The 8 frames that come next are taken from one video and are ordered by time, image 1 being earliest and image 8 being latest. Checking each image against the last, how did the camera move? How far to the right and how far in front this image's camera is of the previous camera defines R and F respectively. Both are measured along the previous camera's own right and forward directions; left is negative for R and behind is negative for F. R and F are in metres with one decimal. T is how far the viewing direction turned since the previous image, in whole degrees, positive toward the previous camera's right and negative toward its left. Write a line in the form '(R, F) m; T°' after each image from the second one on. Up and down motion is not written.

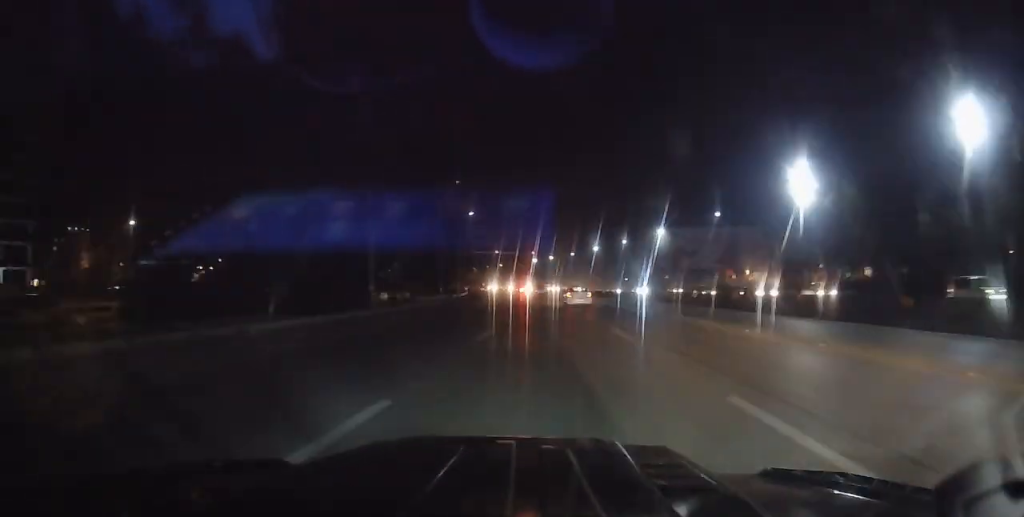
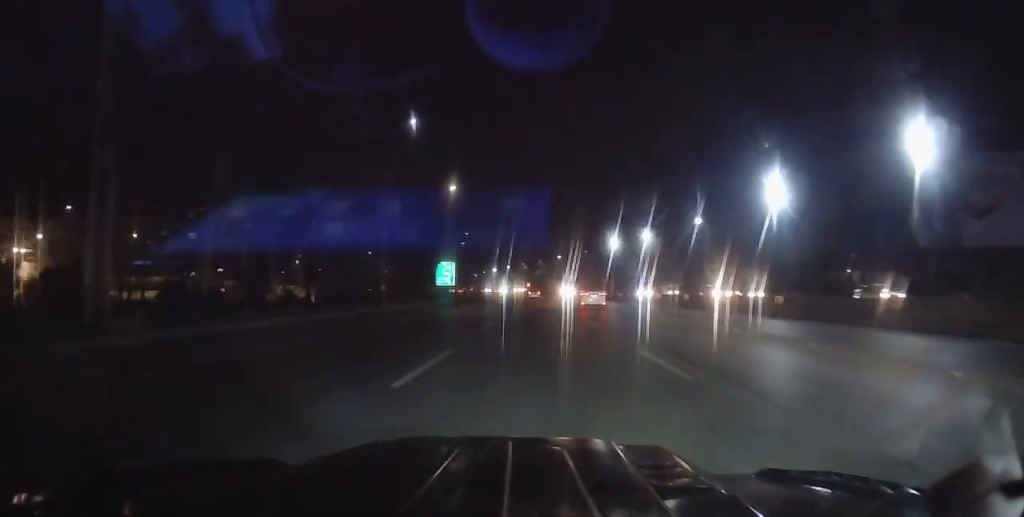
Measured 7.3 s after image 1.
(-6.0, +113.6) m; -7°
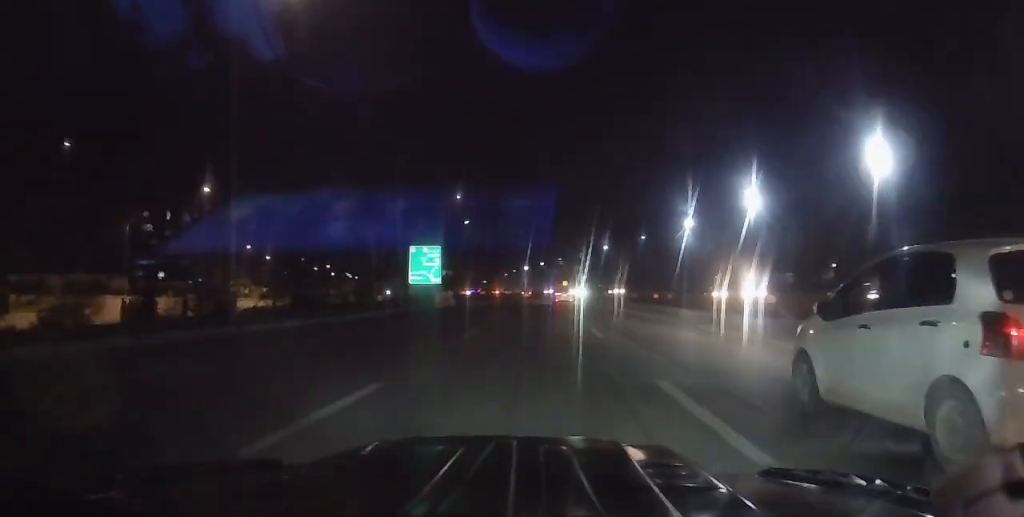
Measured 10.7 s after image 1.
(-2.0, +51.9) m; -3°
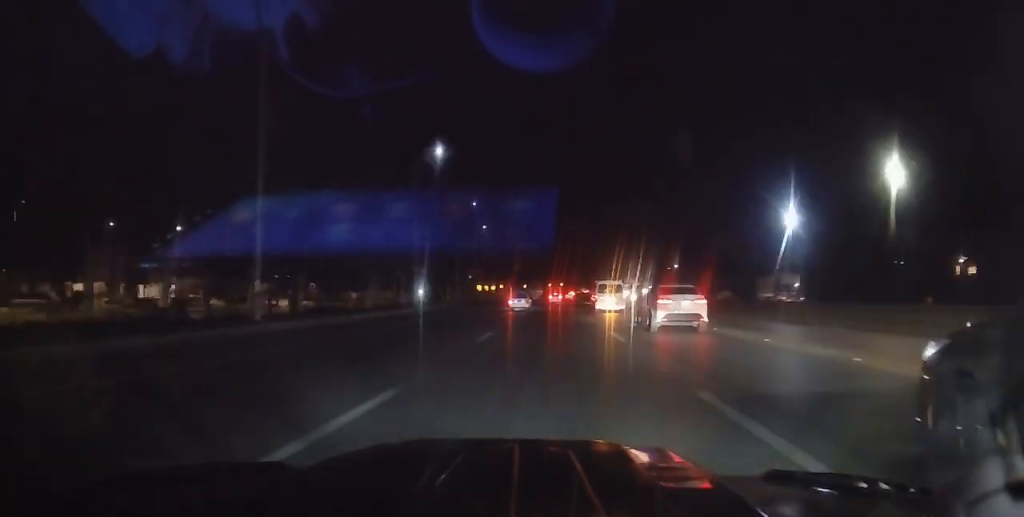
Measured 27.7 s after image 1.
(-30.5, +264.4) m; -9°
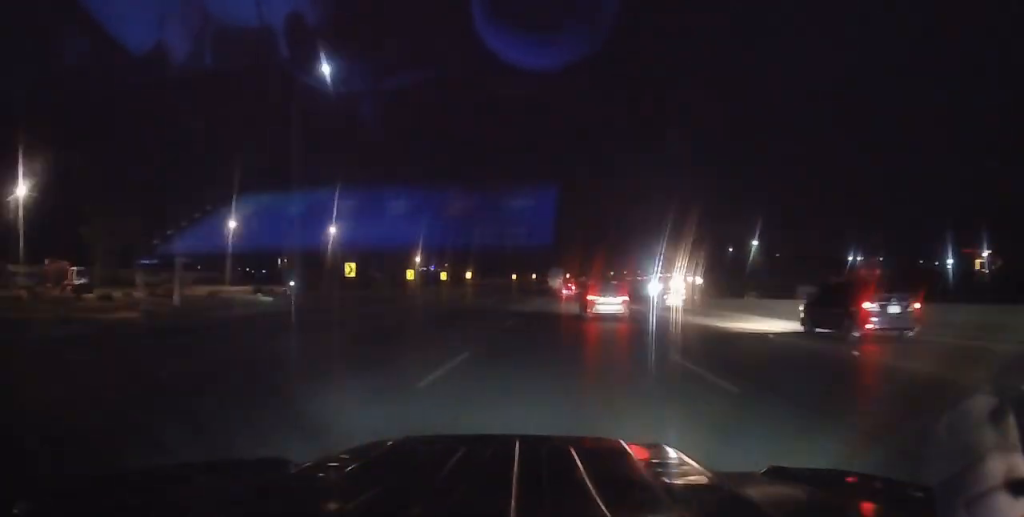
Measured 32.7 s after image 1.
(-0.1, +76.1) m; +2°
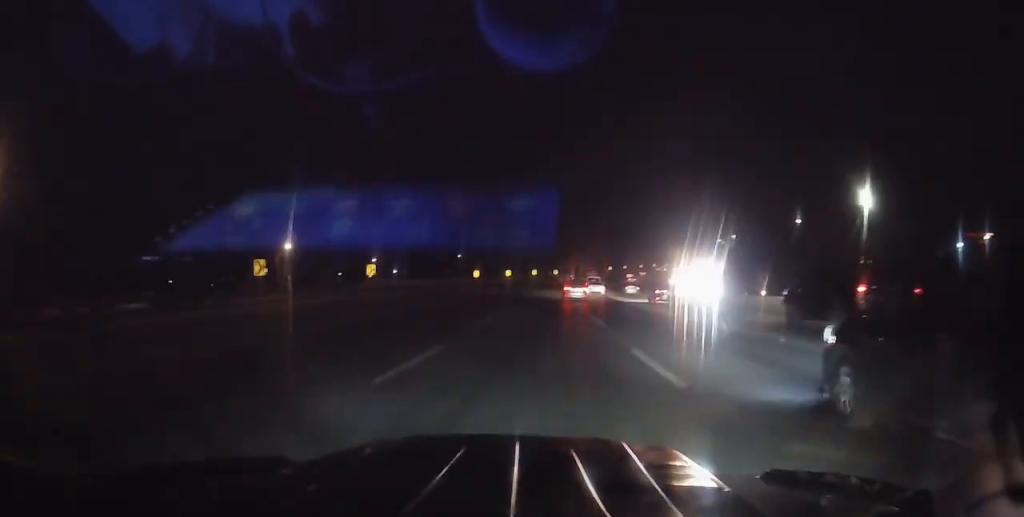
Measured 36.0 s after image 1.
(-1.0, +50.6) m; +2°
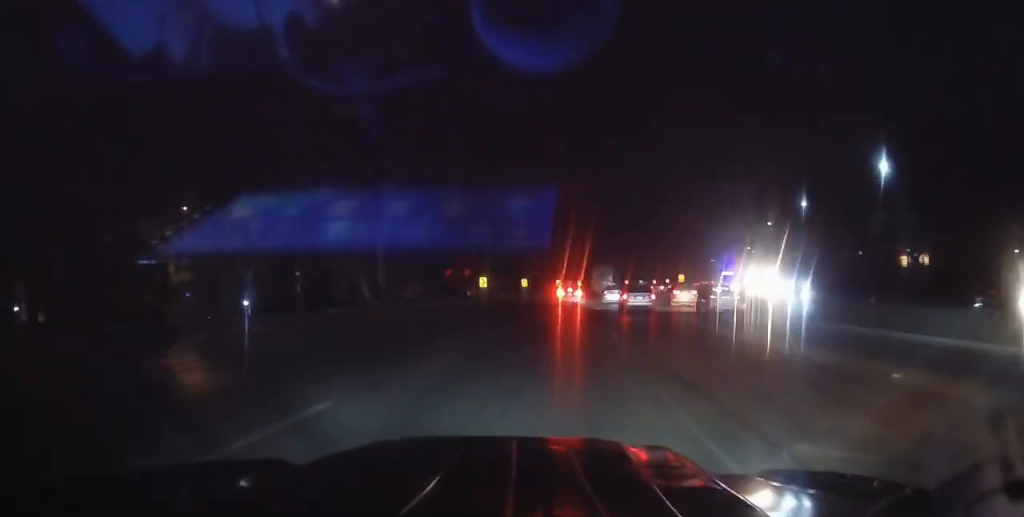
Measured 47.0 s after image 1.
(+14.9, +159.4) m; +12°
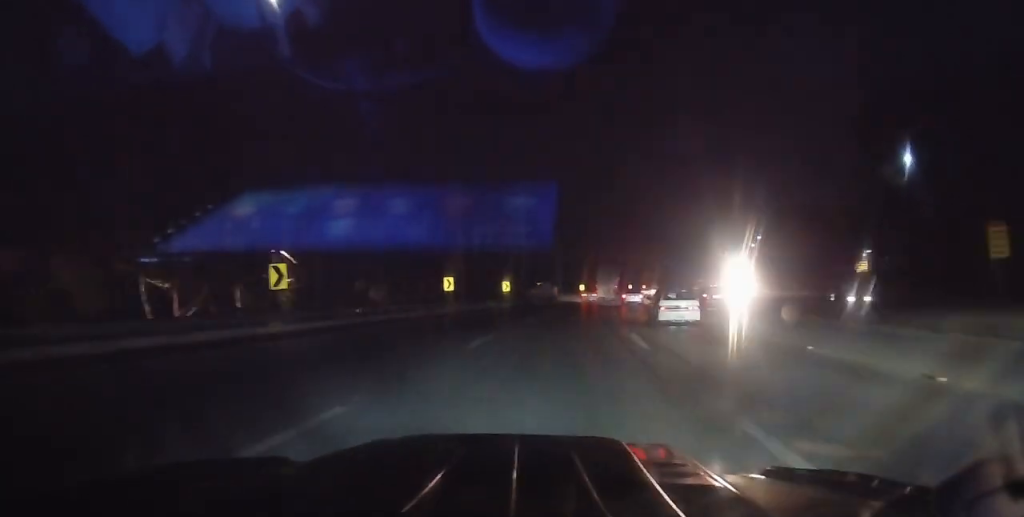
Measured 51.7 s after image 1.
(+4.1, +64.7) m; +6°
